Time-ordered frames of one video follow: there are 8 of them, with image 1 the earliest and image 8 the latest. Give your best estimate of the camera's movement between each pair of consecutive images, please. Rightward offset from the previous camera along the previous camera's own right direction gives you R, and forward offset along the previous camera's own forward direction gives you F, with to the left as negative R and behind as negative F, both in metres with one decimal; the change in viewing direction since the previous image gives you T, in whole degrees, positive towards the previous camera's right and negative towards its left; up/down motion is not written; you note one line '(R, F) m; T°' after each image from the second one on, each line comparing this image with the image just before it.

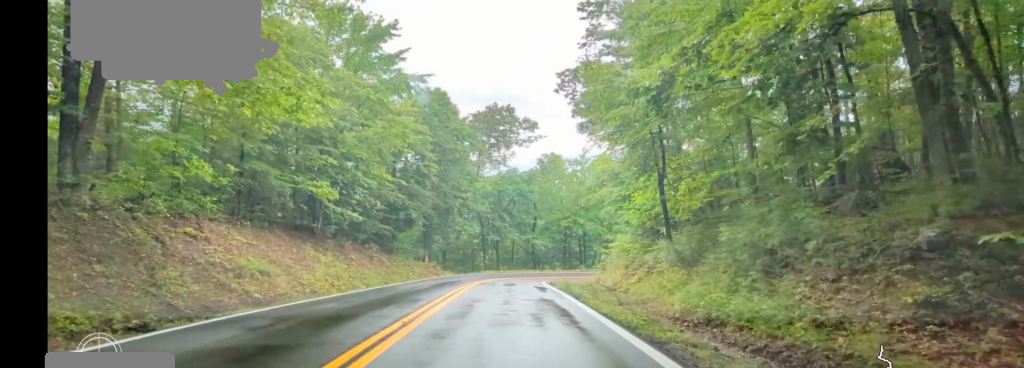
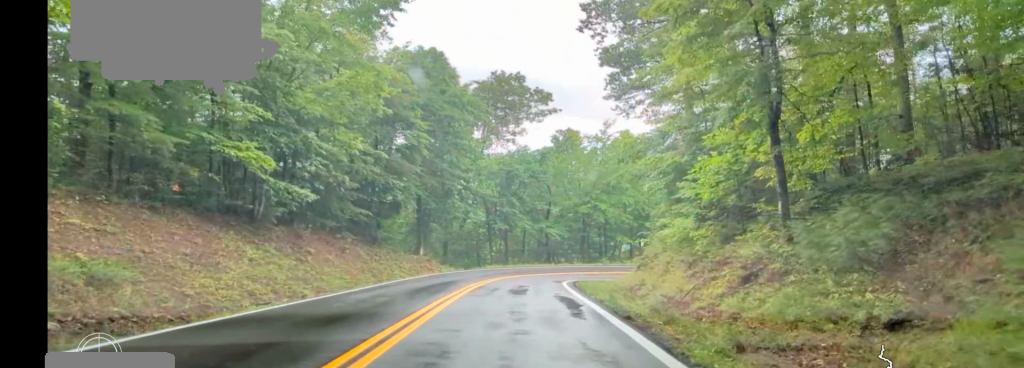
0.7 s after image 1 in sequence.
(0.0, +9.2) m; 0°
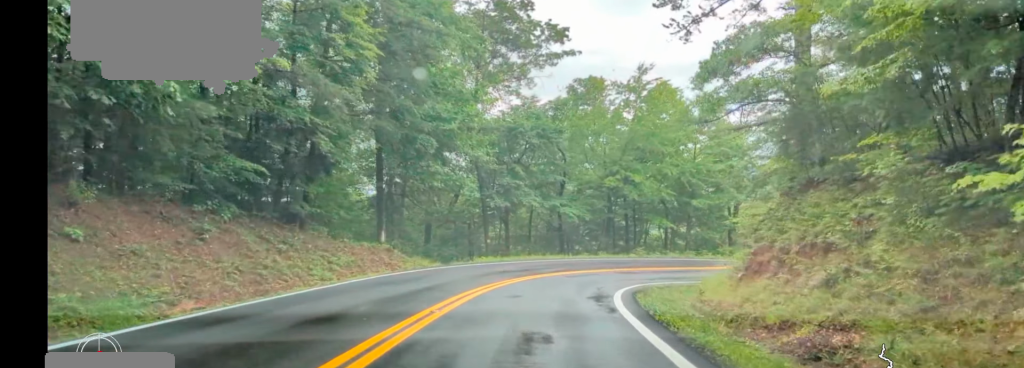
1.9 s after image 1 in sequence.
(0.0, +14.5) m; 0°
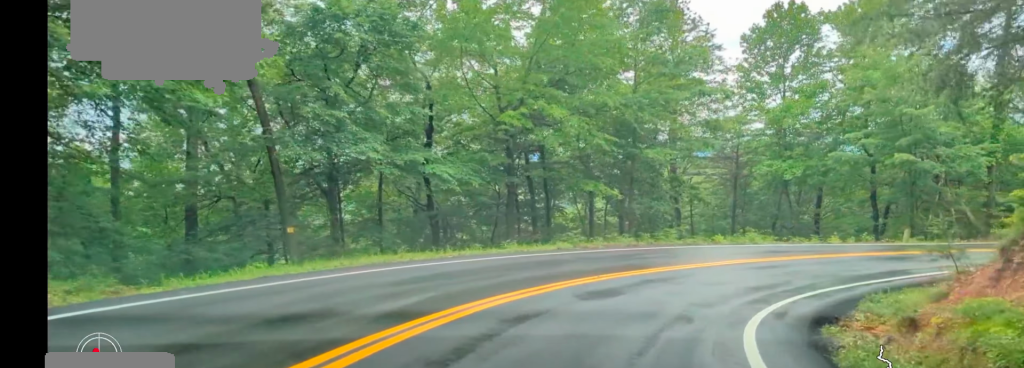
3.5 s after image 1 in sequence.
(+1.4, +18.7) m; +15°
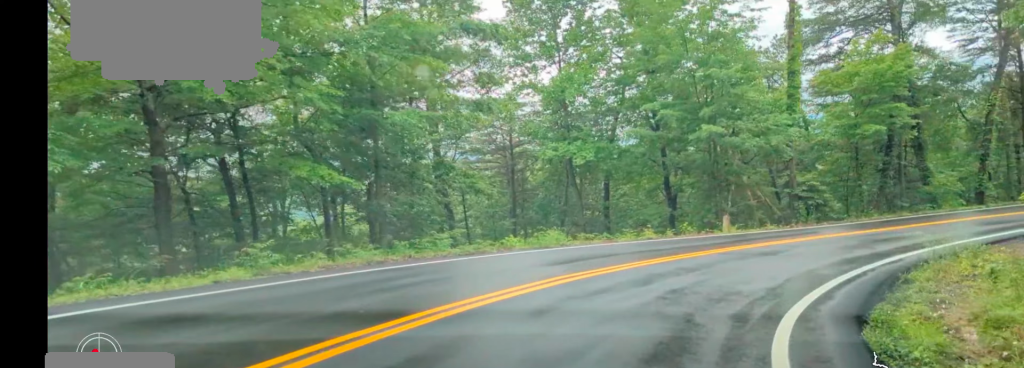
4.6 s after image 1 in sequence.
(+1.7, +10.9) m; +20°
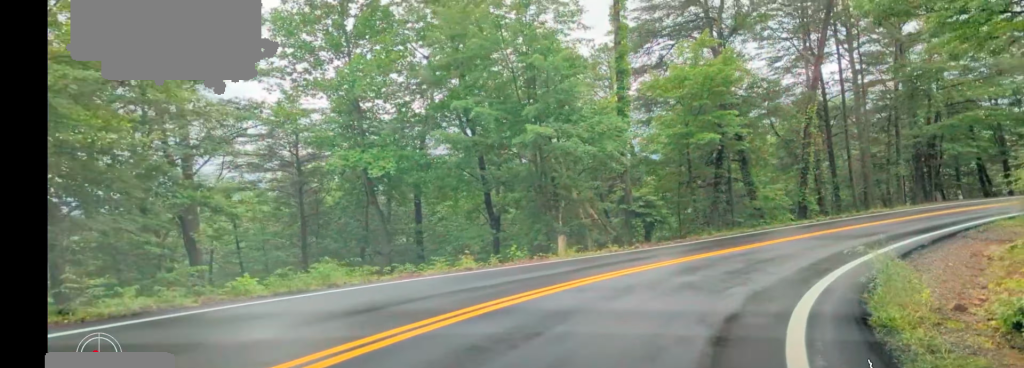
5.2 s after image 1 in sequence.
(+0.1, +6.2) m; +14°
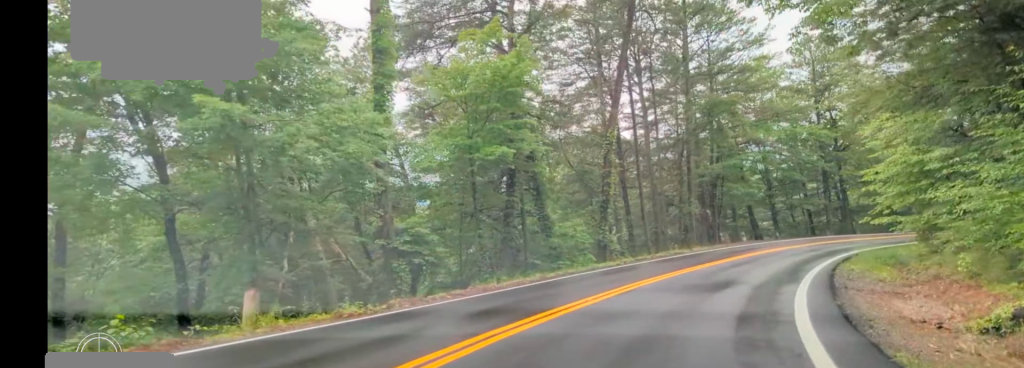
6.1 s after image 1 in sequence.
(+1.9, +8.2) m; +20°
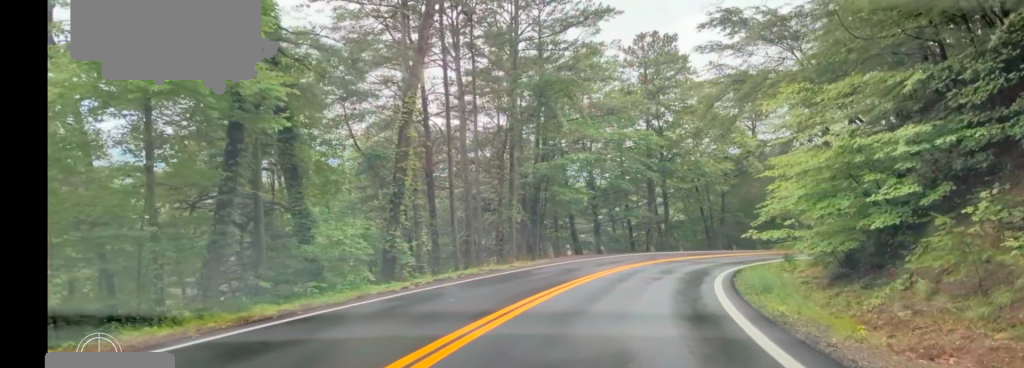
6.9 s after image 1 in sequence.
(+1.3, +8.7) m; +11°
